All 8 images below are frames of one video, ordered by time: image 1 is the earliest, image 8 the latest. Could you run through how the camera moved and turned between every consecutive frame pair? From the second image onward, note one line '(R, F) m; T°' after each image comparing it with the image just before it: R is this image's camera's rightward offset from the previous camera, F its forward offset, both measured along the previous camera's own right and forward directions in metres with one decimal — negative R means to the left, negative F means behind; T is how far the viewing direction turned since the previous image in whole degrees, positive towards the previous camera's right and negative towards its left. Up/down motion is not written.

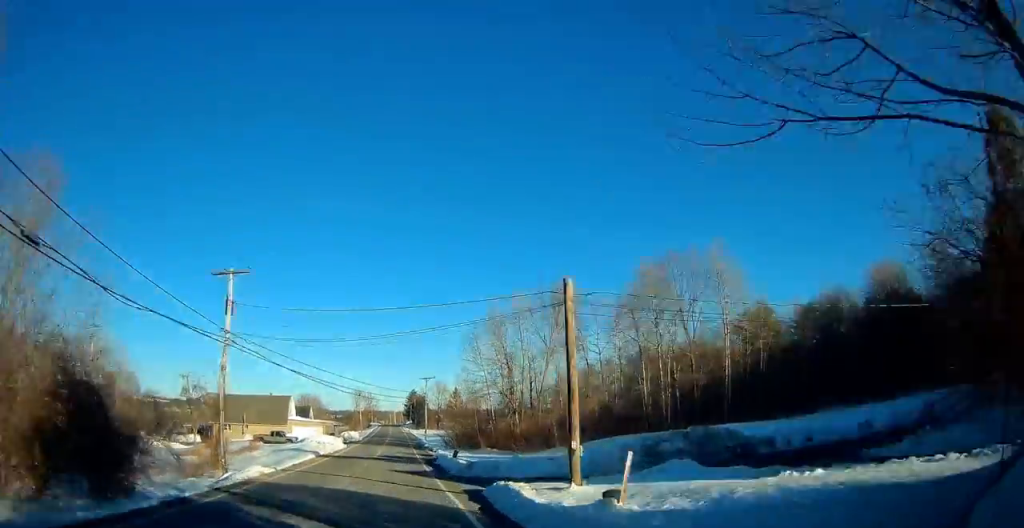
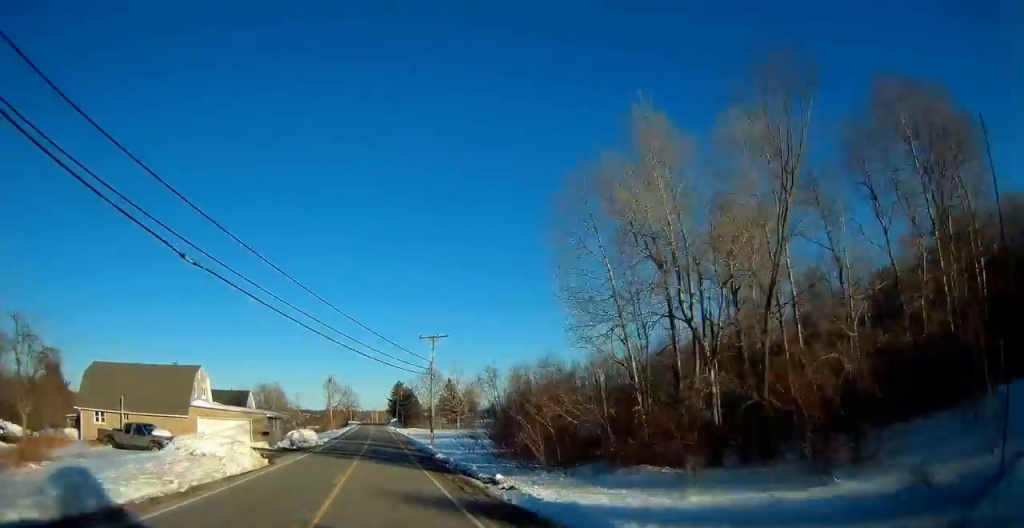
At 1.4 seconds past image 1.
(+0.7, +36.8) m; +1°
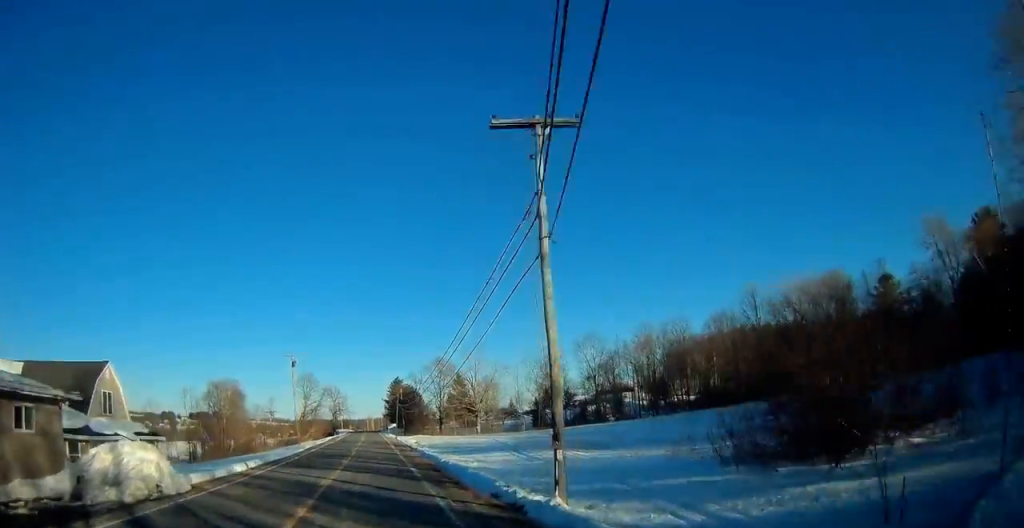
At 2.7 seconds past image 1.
(+0.1, +36.2) m; +1°
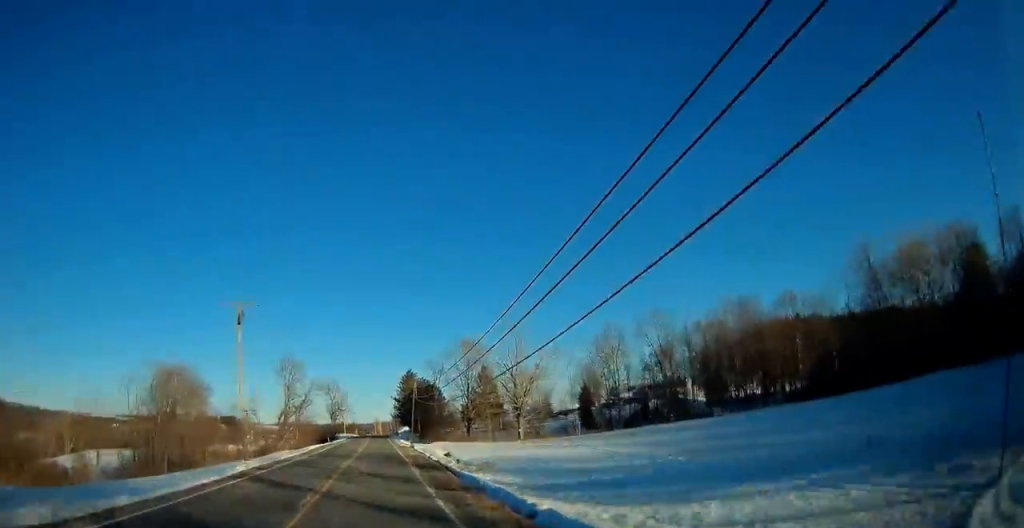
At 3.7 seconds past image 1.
(+0.2, +28.0) m; 0°
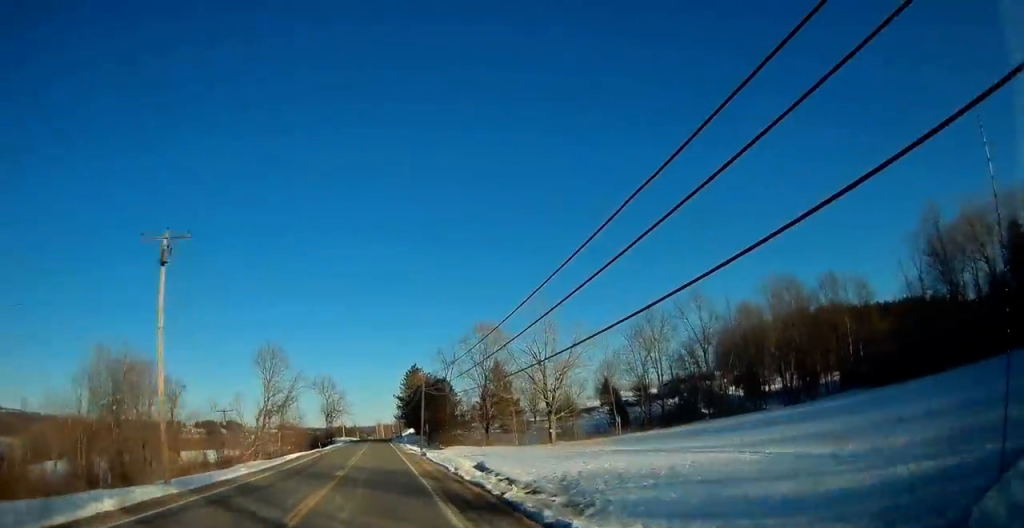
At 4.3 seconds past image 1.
(-0.1, +14.3) m; -1°
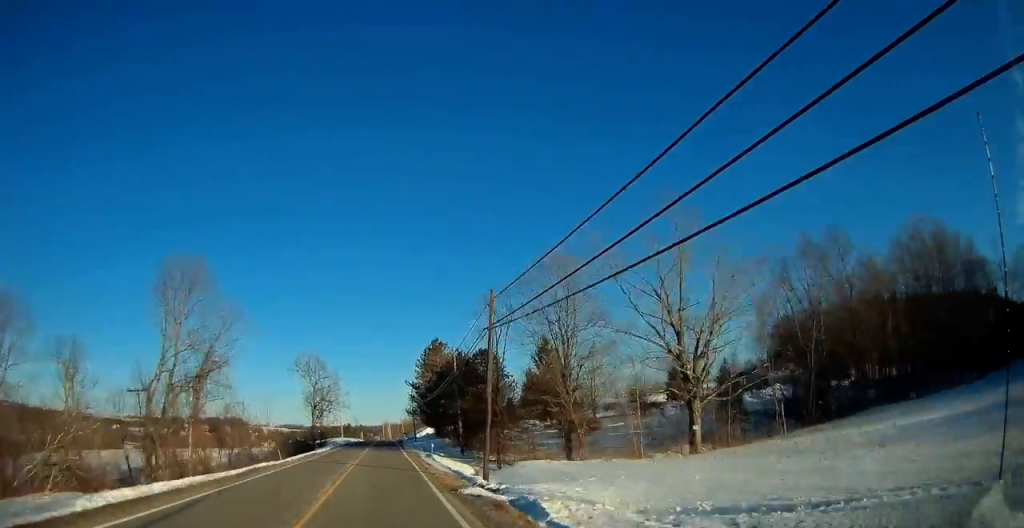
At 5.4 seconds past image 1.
(-0.7, +31.1) m; -2°
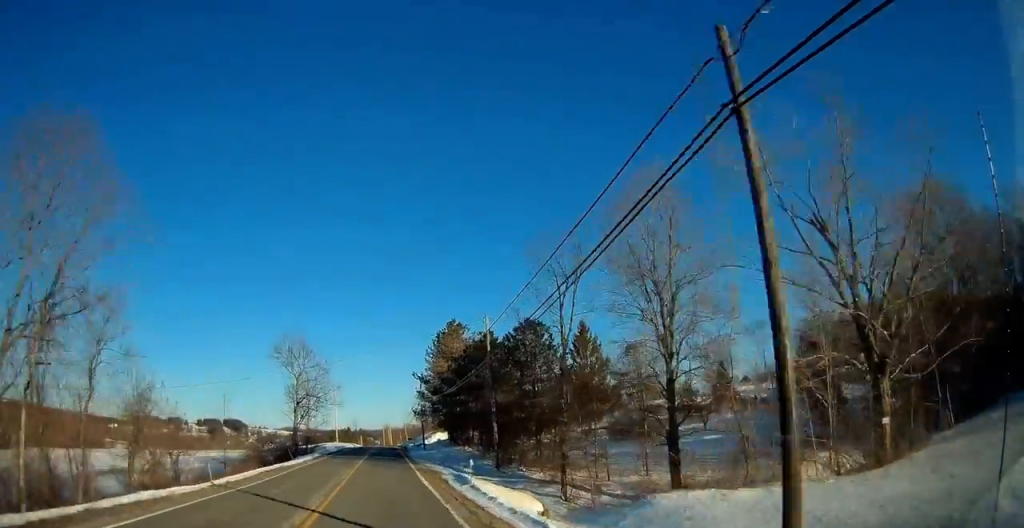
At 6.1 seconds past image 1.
(-0.2, +16.8) m; 0°
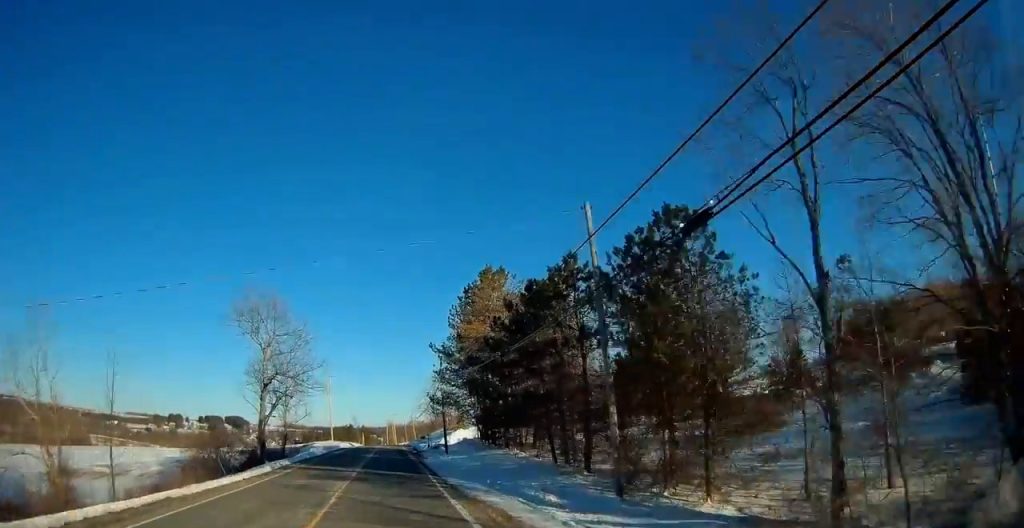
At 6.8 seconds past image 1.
(0.0, +19.4) m; +1°
